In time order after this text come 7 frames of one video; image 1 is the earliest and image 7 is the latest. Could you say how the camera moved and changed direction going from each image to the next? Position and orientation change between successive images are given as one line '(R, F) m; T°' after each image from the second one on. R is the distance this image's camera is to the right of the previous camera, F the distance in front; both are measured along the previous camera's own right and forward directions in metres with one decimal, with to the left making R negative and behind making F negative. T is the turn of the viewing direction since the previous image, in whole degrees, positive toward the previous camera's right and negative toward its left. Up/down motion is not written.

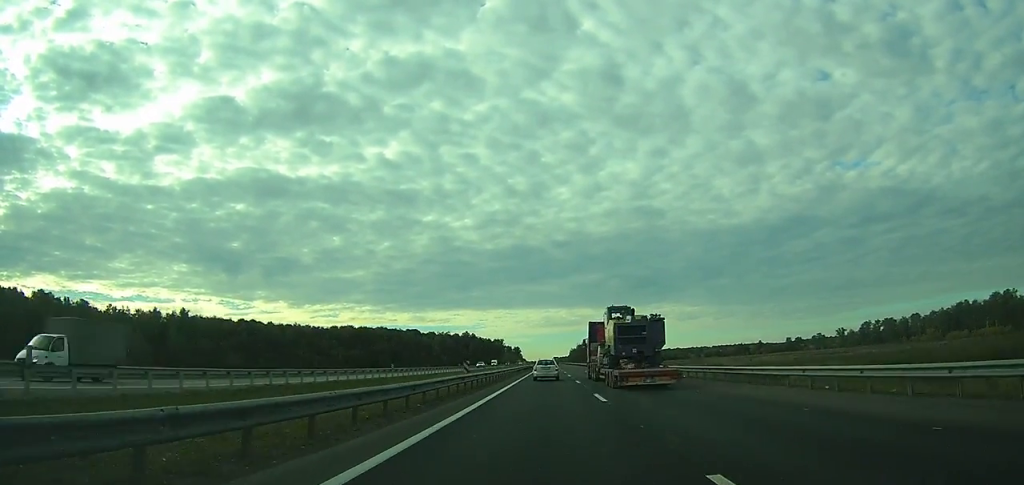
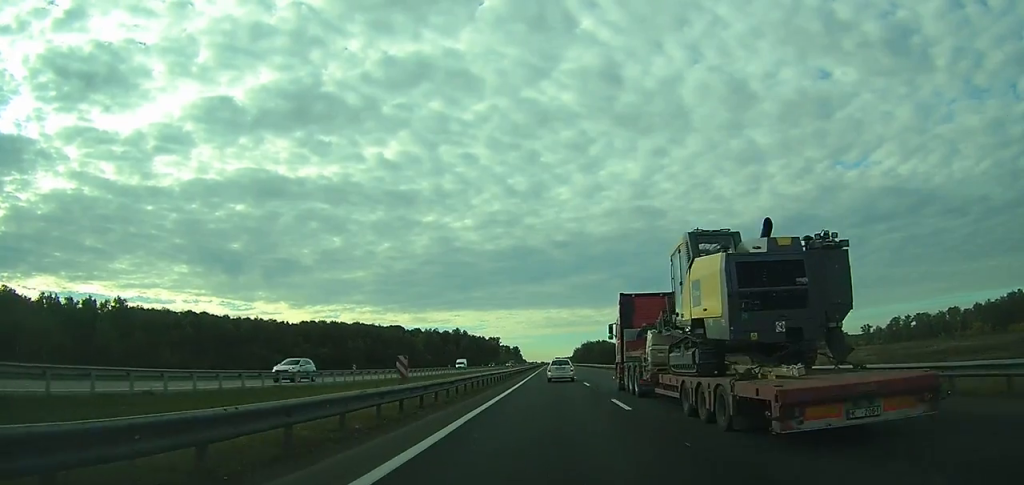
(-0.1, +49.8) m; 0°
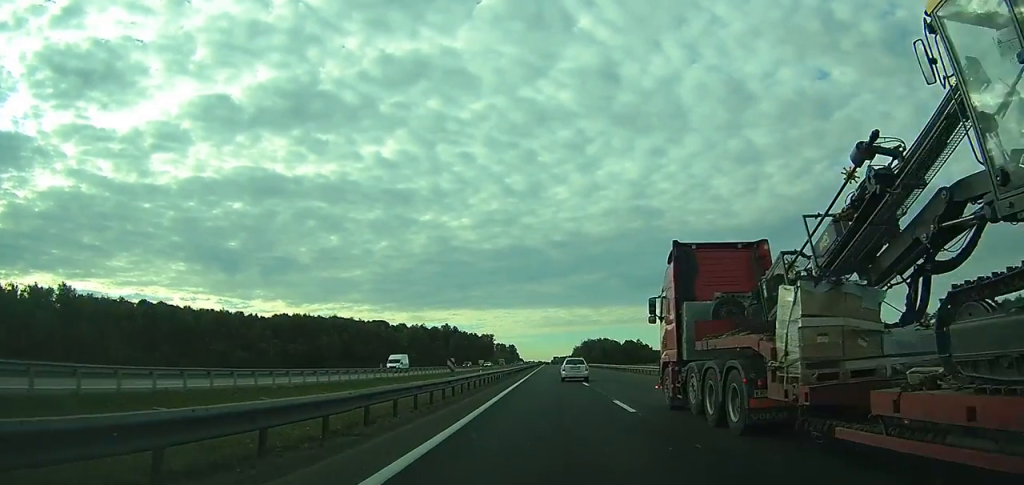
(0.0, +31.5) m; 0°
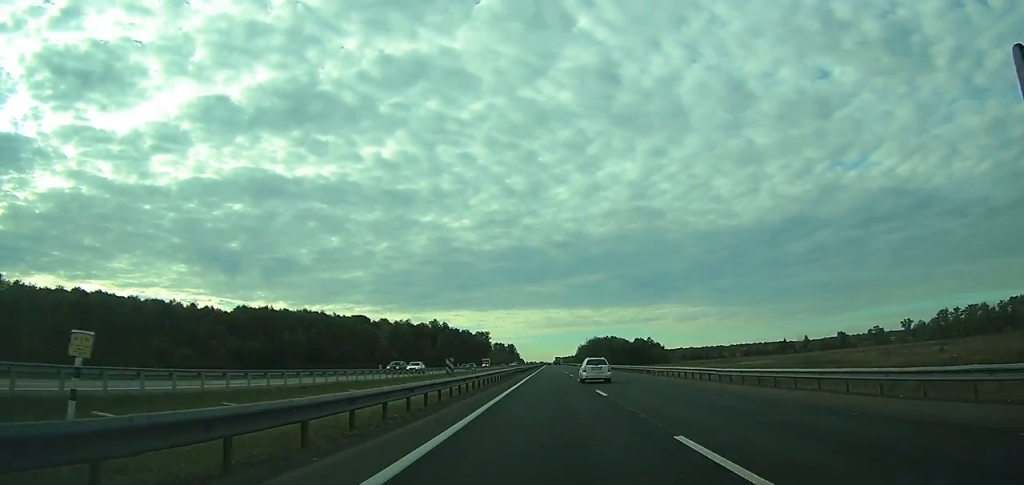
(0.0, +42.6) m; 0°
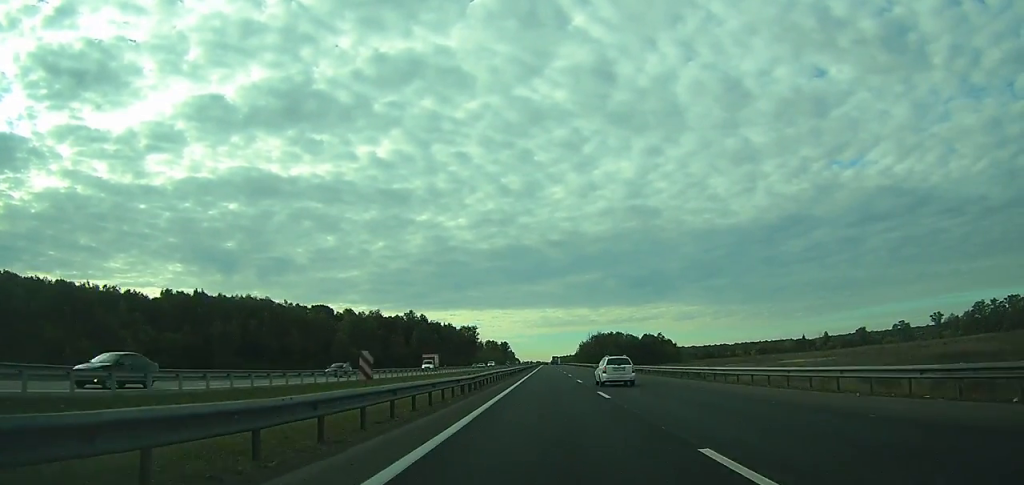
(0.0, +51.8) m; 0°
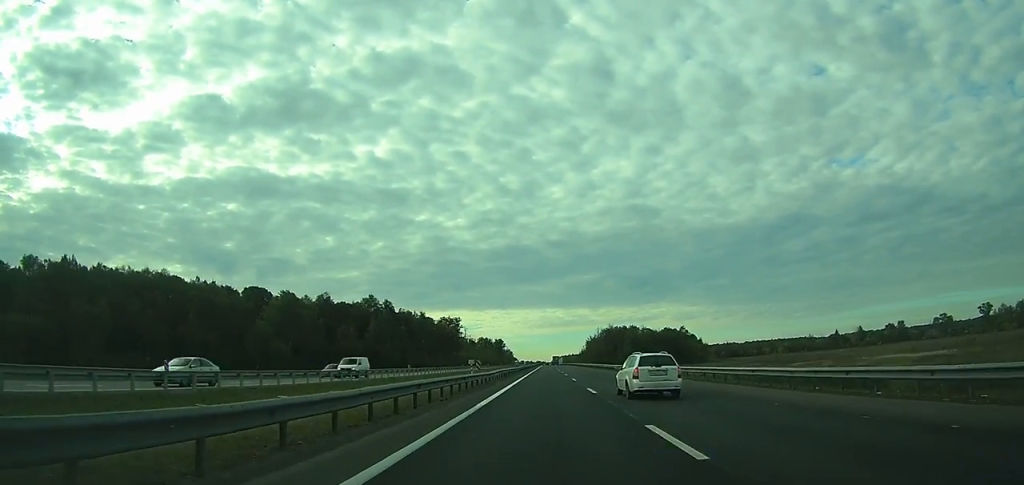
(+0.1, +62.1) m; 0°
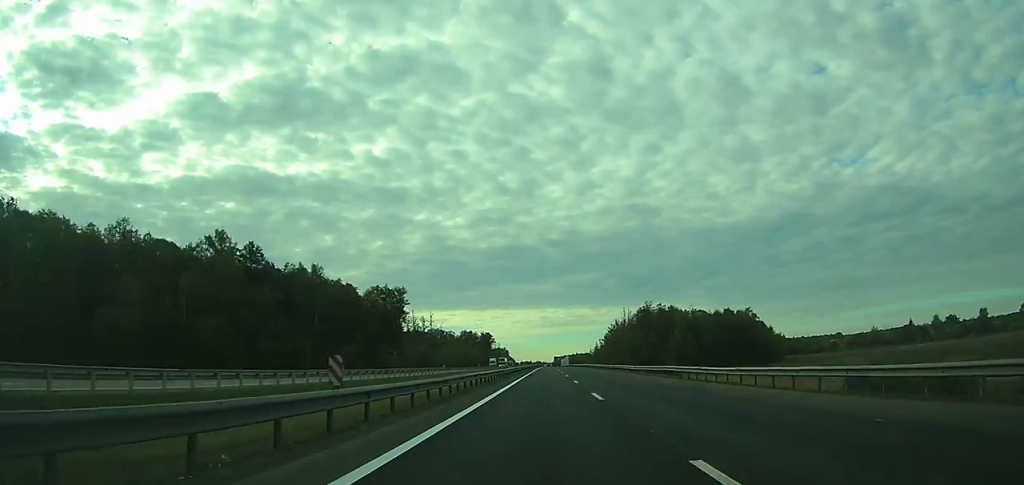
(0.0, +97.6) m; 0°
